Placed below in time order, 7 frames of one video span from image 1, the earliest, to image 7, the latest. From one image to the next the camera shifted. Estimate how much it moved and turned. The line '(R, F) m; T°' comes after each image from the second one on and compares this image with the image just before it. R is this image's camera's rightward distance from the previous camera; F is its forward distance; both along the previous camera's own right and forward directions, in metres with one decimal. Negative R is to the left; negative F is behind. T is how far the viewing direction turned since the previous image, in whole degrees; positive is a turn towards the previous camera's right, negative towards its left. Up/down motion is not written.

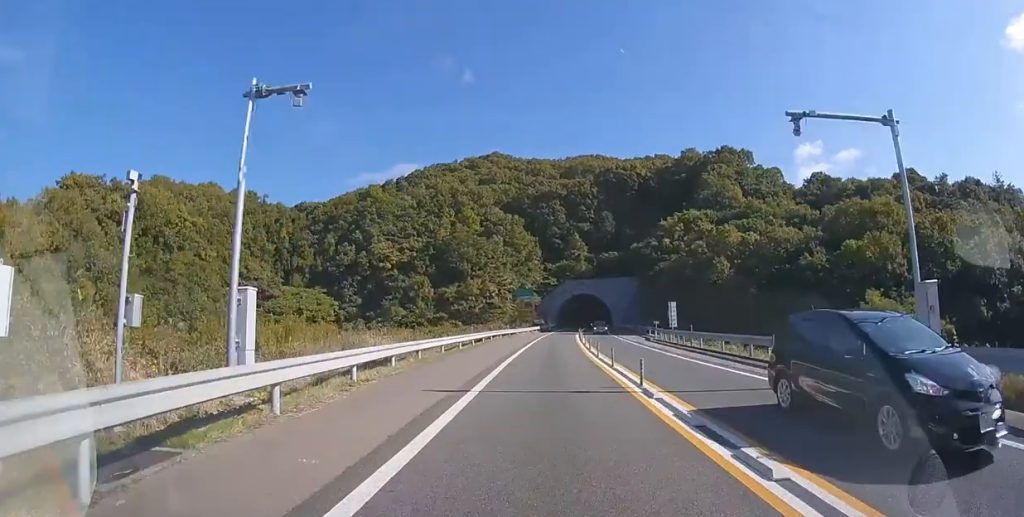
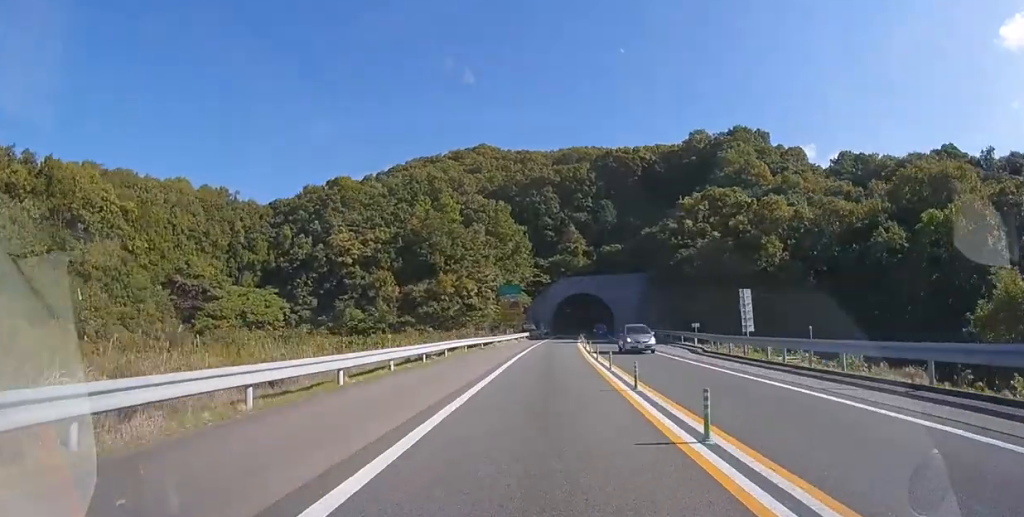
(+0.1, +15.1) m; +1°
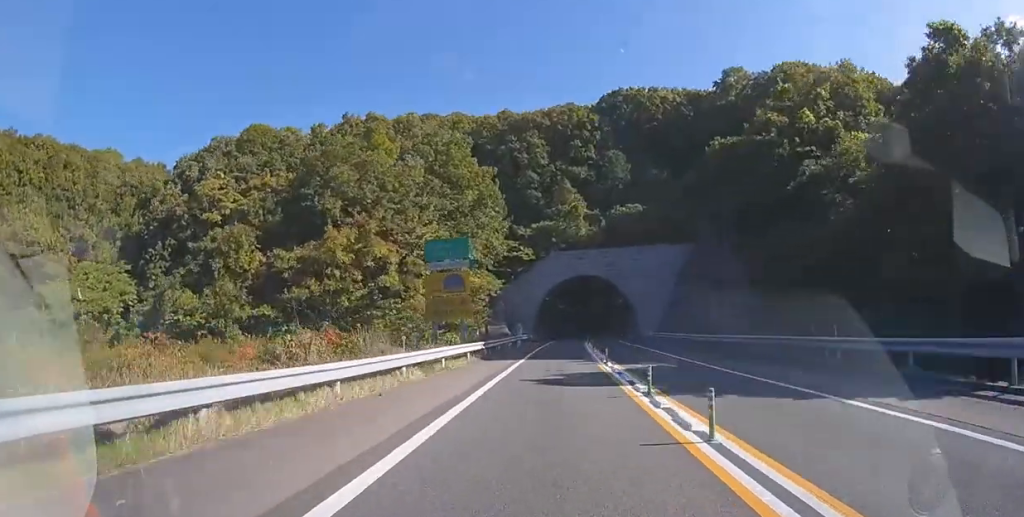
(+0.4, +30.1) m; +2°
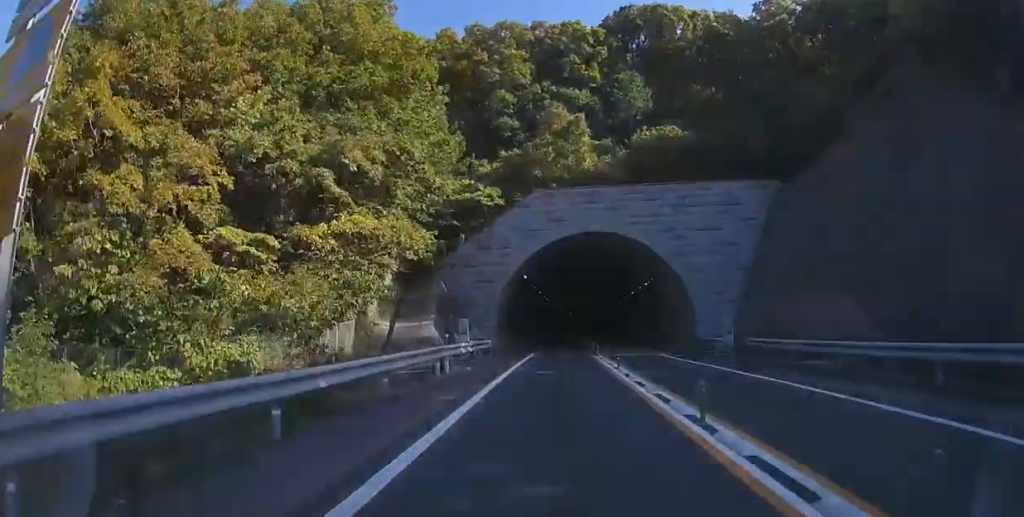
(+0.3, +23.2) m; +2°
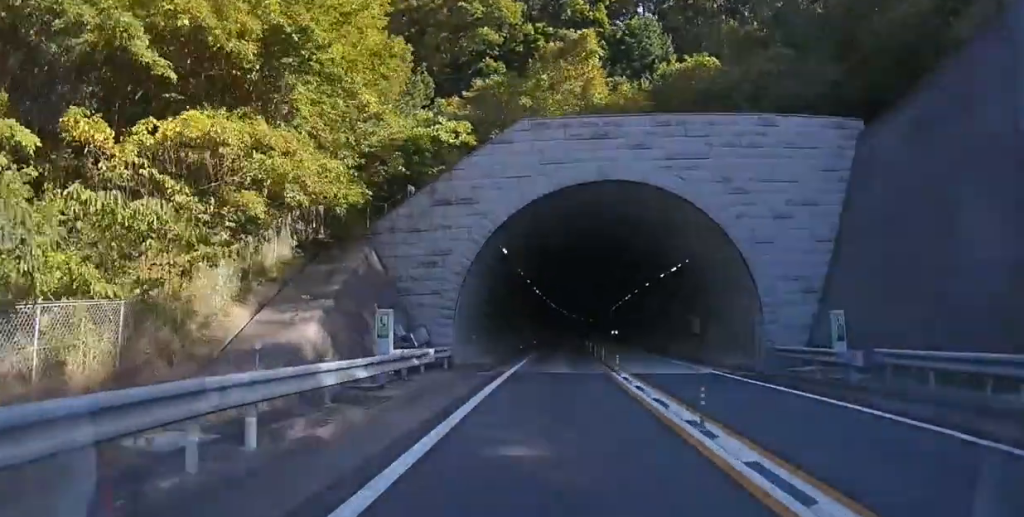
(+0.1, +10.4) m; +1°
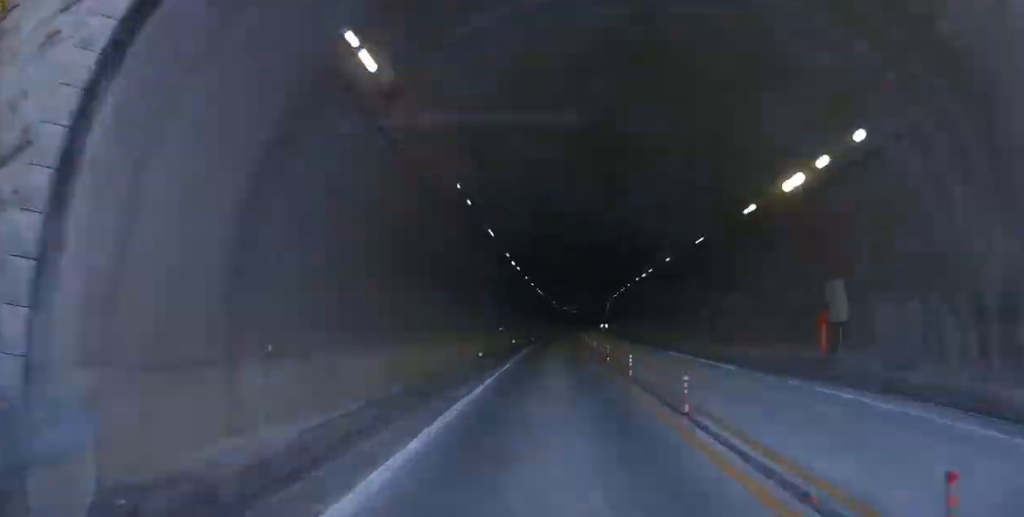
(+0.1, +14.9) m; +1°
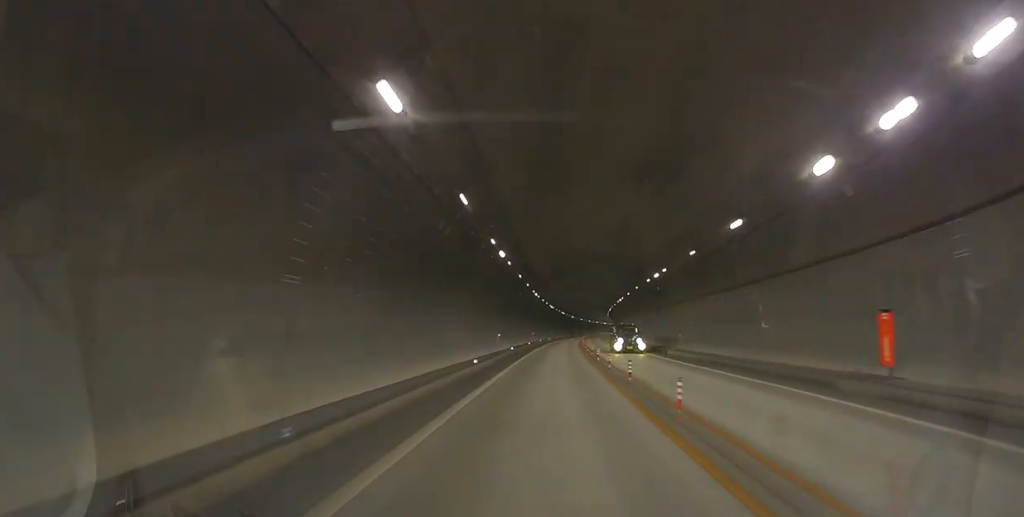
(-0.2, +51.3) m; +3°
